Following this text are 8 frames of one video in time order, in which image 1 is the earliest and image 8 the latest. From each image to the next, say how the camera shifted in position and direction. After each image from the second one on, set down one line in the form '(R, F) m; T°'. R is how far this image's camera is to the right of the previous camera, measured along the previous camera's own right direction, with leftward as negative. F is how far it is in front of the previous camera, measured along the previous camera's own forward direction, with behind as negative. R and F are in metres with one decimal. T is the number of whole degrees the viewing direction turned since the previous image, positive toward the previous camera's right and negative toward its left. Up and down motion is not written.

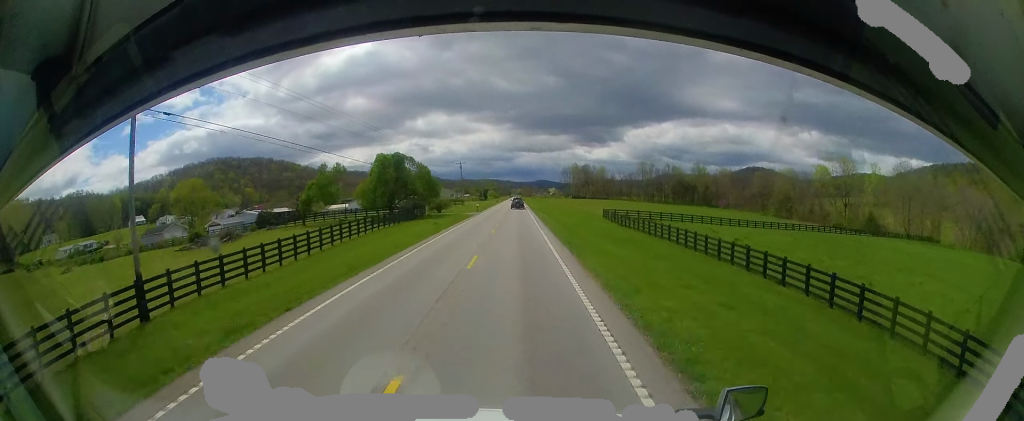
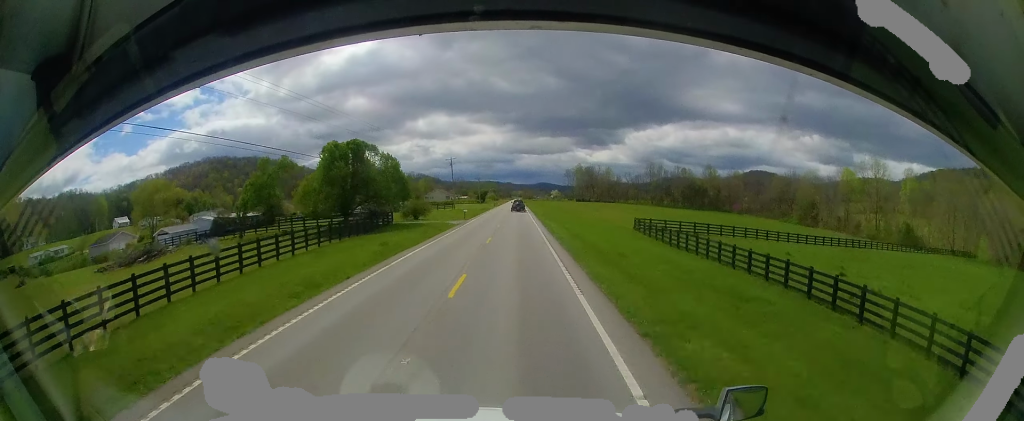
(-0.2, +16.5) m; -1°
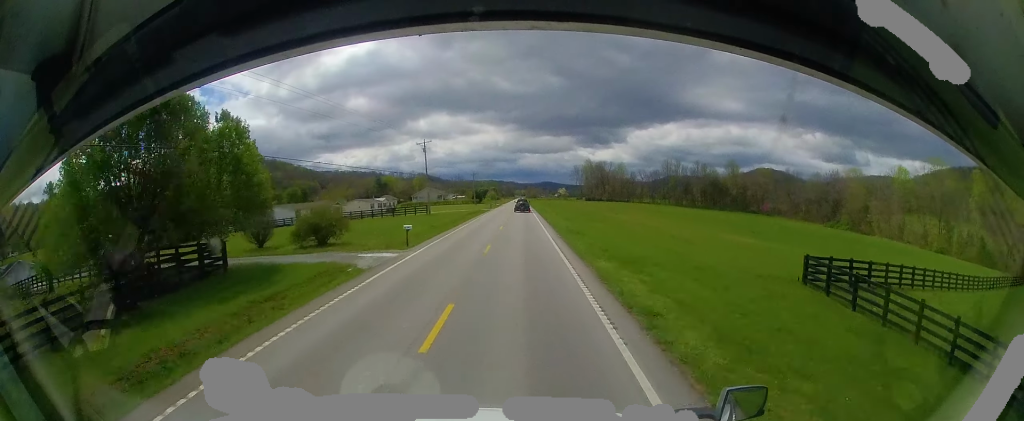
(-0.2, +28.6) m; -1°
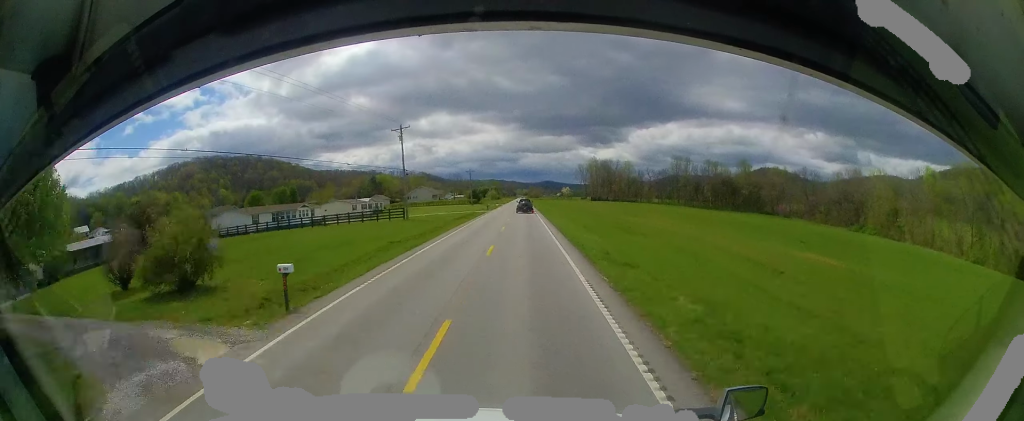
(-0.1, +13.6) m; -1°
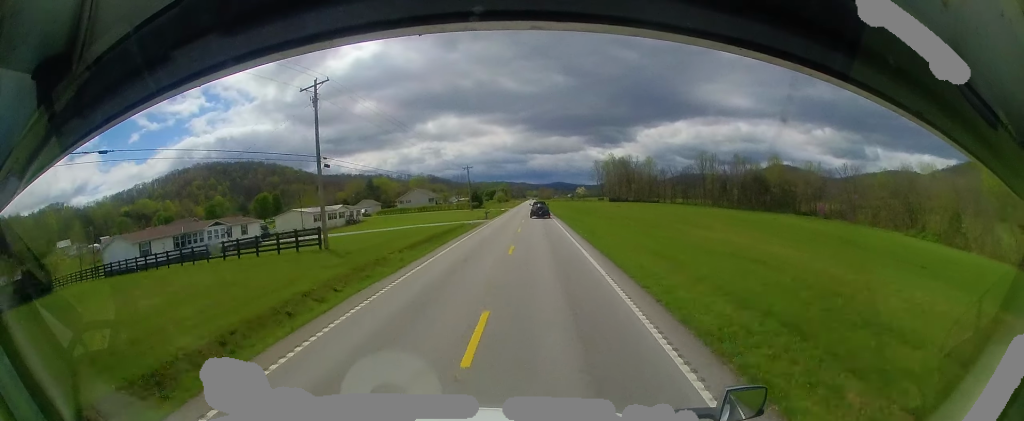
(-0.3, +23.9) m; -1°
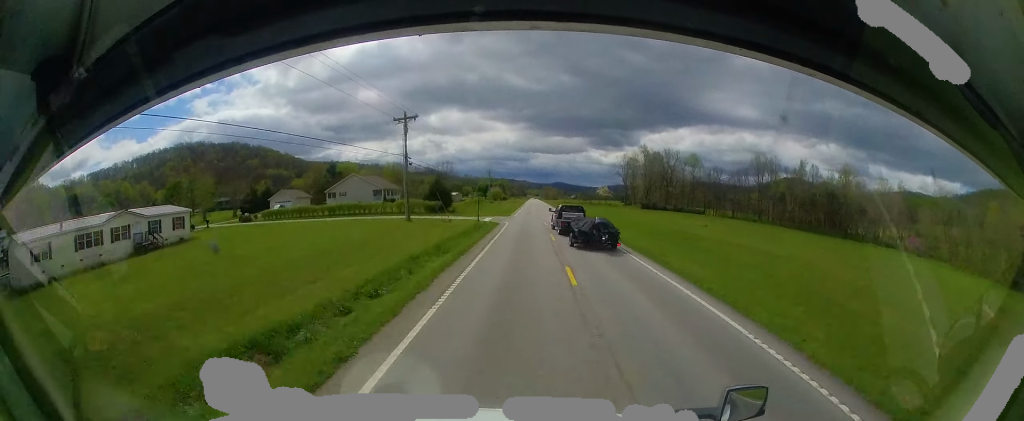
(-0.6, +55.2) m; -1°
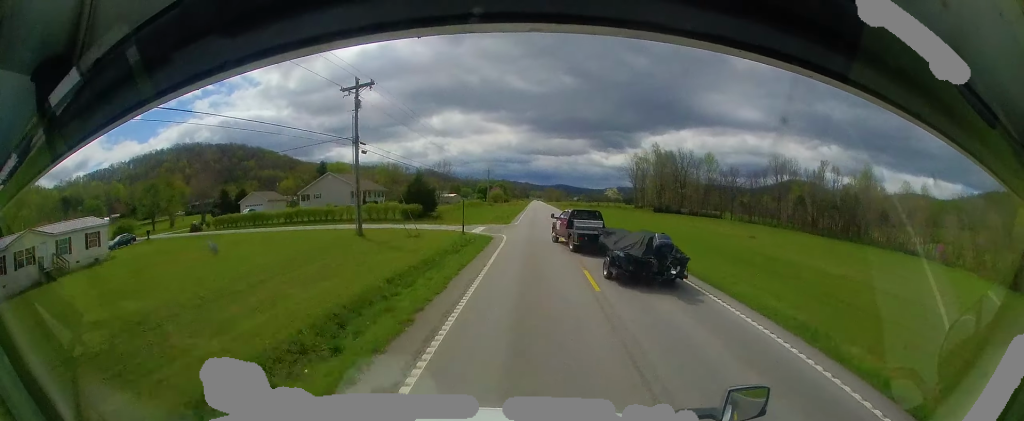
(+0.1, +12.8) m; 0°
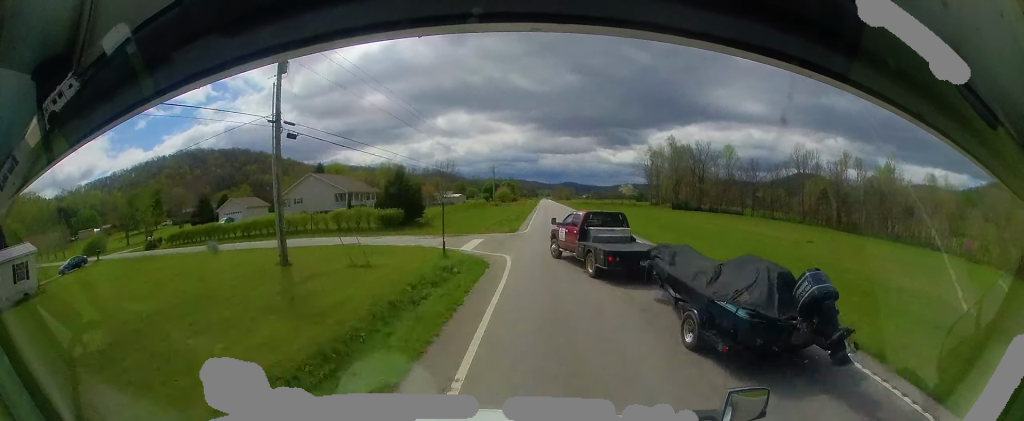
(-0.1, +9.5) m; -1°
